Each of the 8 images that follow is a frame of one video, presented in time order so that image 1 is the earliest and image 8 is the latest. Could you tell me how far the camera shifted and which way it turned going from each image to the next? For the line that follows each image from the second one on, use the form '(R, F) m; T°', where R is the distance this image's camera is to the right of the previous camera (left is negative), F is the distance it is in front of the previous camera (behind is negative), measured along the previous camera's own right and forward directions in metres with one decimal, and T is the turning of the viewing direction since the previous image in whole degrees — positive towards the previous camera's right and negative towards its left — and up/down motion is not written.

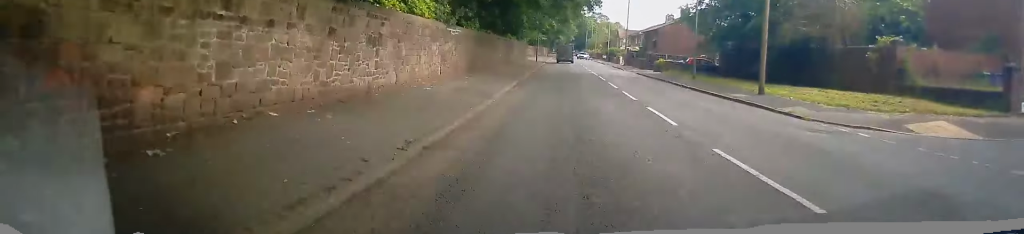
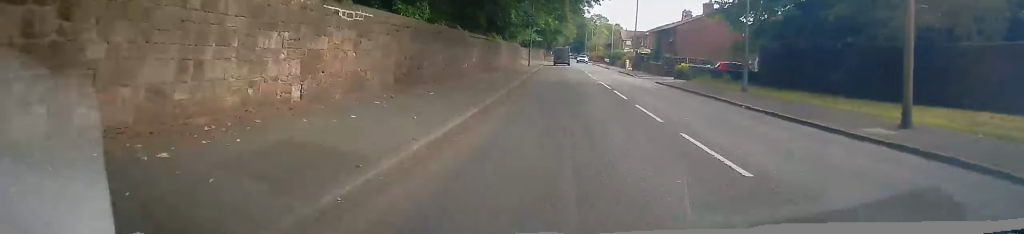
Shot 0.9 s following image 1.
(+0.1, +9.8) m; 0°
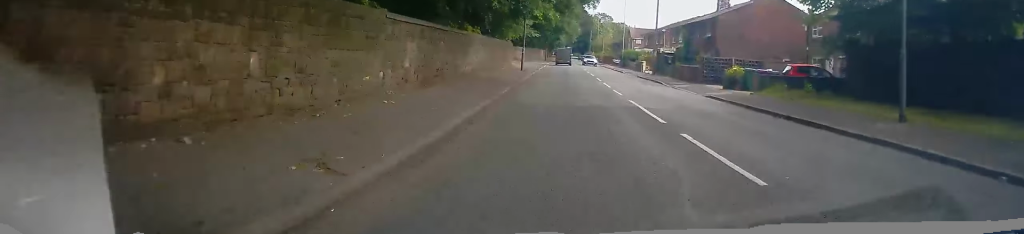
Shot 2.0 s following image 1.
(0.0, +11.6) m; 0°
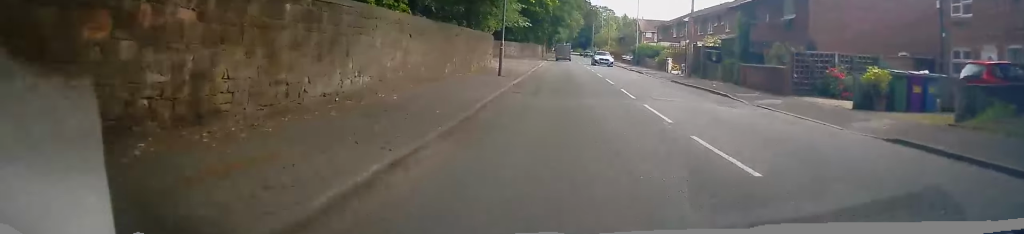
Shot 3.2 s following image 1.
(+0.1, +13.1) m; 0°
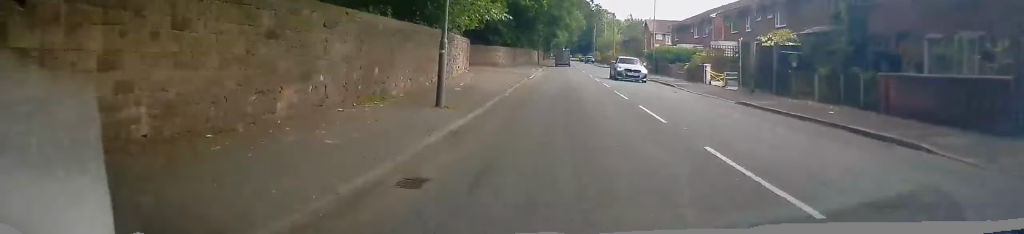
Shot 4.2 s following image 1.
(-0.1, +11.6) m; +1°
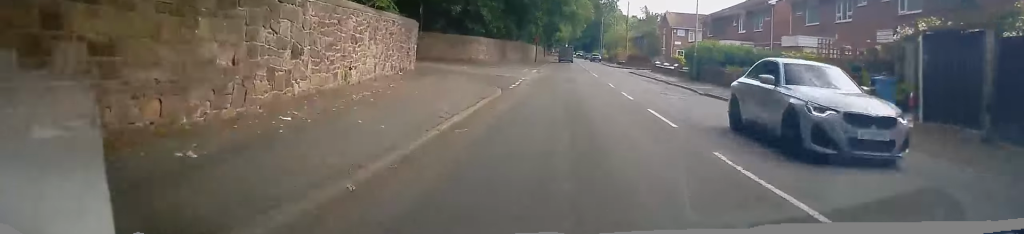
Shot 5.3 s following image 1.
(+0.2, +14.0) m; -1°
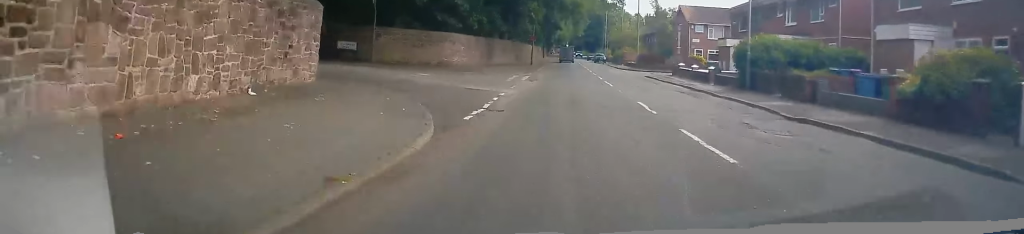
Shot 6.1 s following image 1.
(-0.4, +9.7) m; -2°
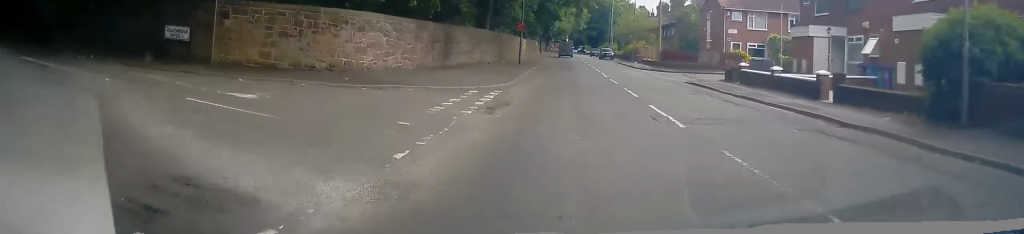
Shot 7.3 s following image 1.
(-0.1, +14.2) m; +1°
